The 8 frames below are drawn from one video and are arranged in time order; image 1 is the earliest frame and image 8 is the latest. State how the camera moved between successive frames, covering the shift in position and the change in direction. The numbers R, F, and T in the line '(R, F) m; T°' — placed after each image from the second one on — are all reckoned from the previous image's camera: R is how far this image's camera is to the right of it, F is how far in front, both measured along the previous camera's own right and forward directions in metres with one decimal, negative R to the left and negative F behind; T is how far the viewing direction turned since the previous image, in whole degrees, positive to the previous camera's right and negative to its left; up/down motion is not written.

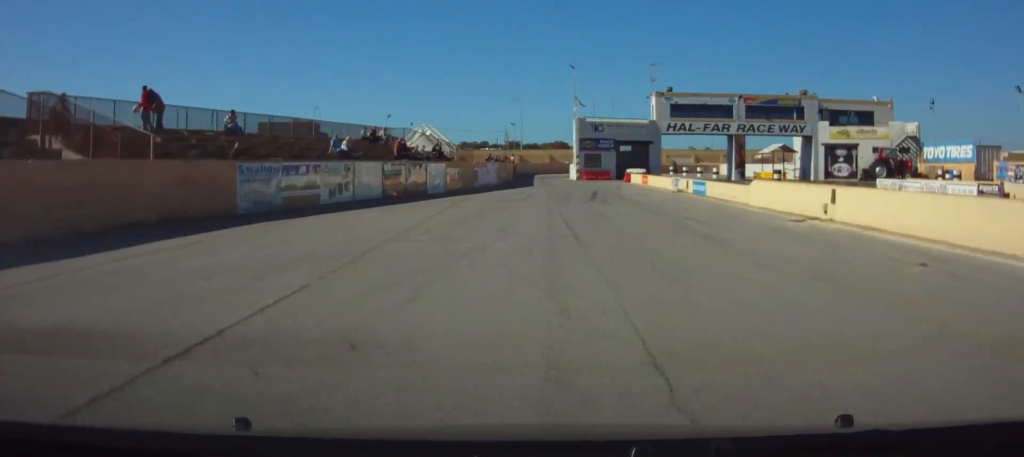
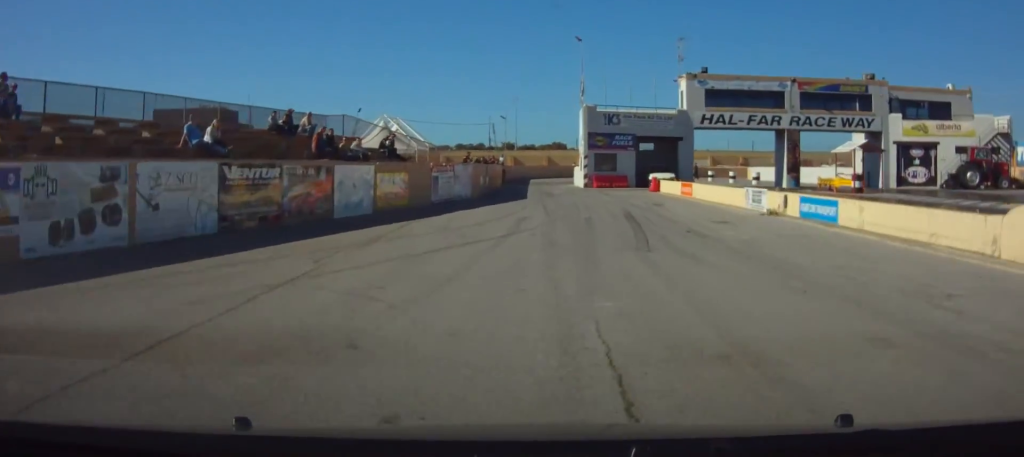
(0.0, +15.5) m; 0°
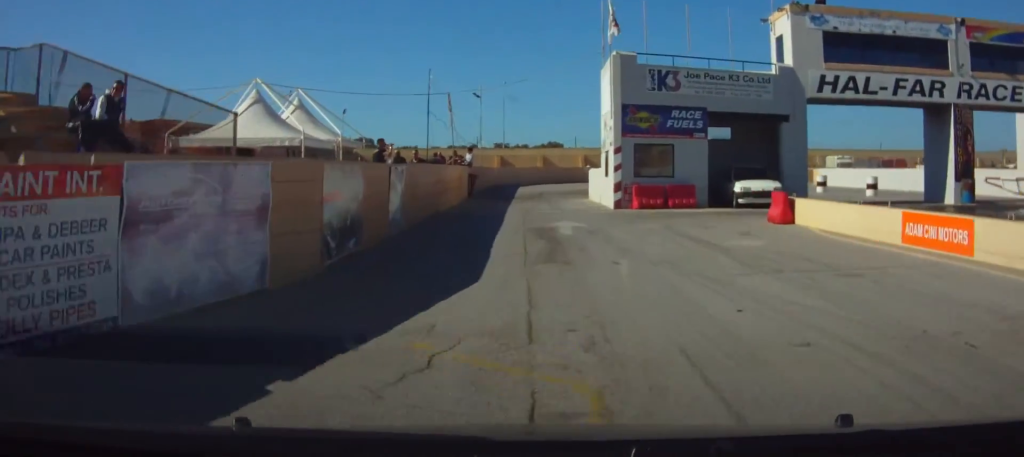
(0.0, +23.0) m; 0°
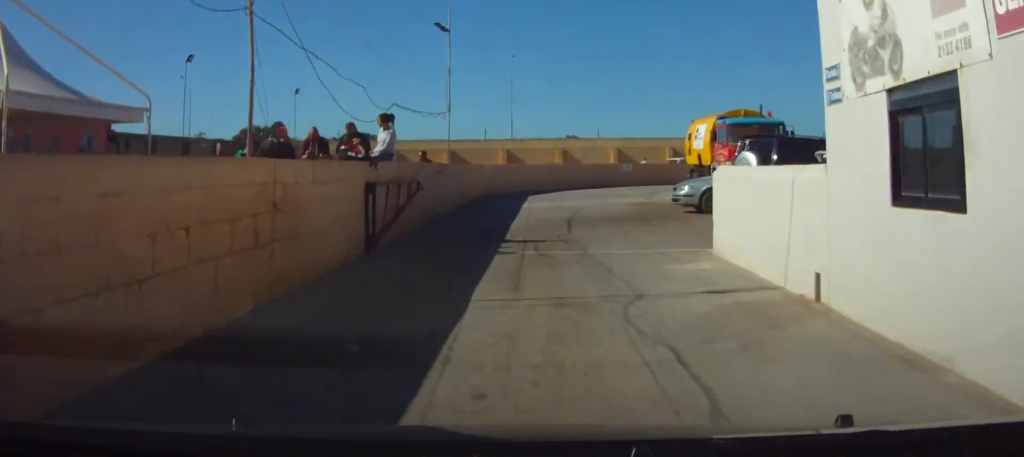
(-0.1, +22.3) m; -1°
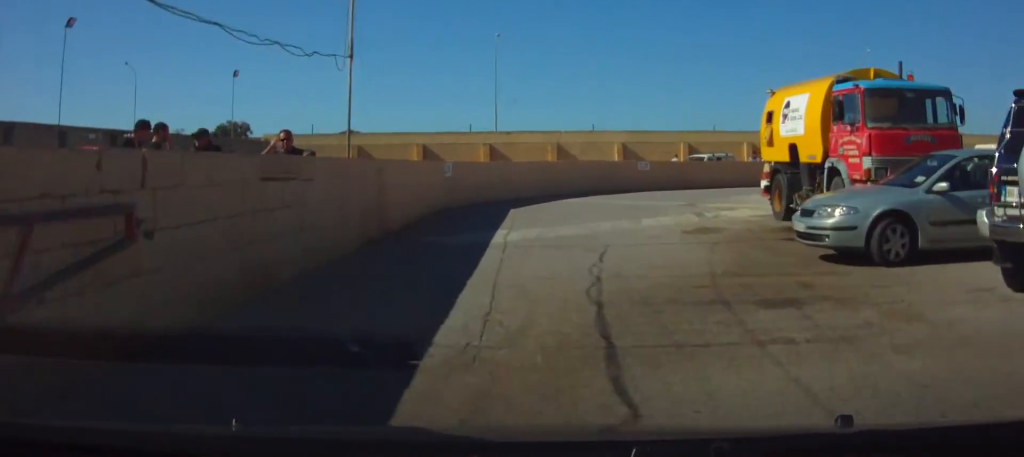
(0.0, +11.8) m; +1°
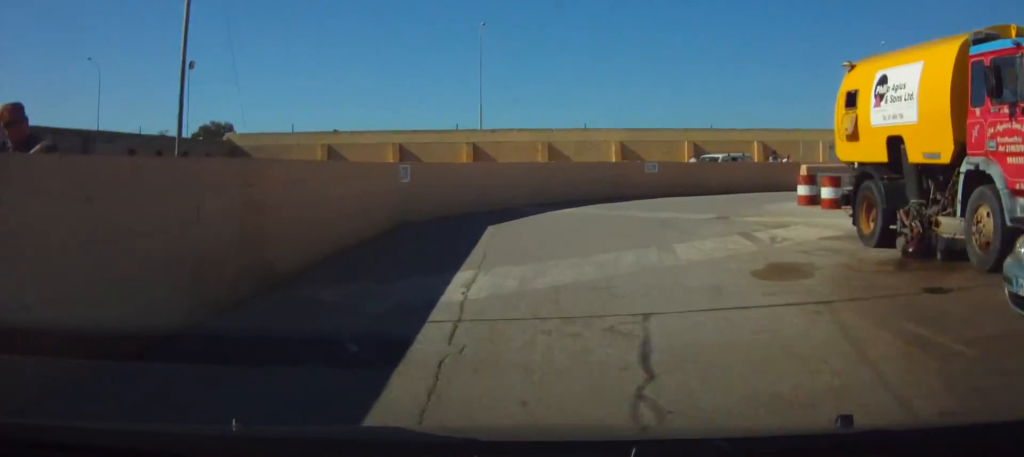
(+0.1, +5.8) m; +1°
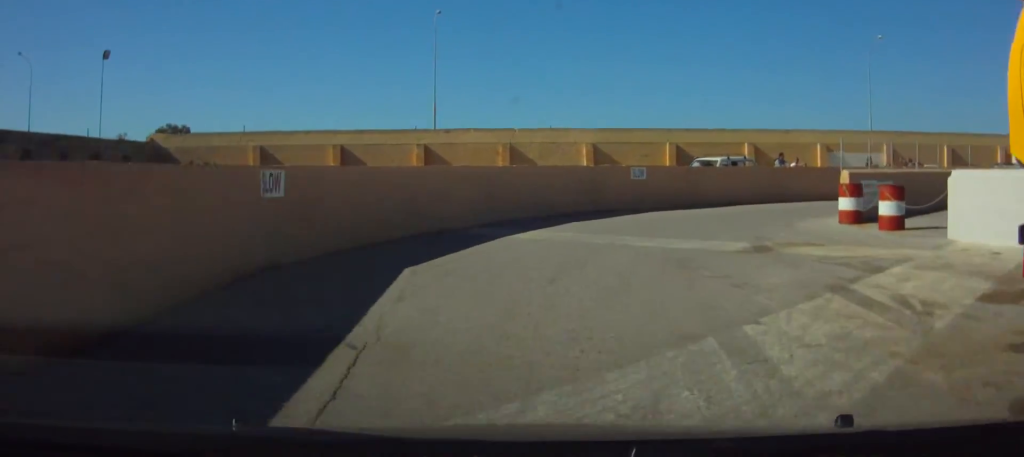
(+0.1, +6.9) m; +3°
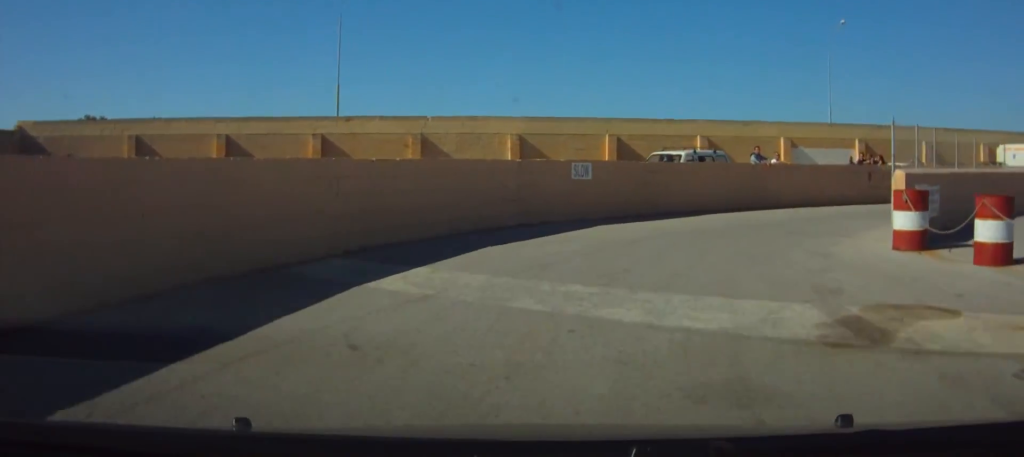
(+0.2, +7.2) m; +6°
